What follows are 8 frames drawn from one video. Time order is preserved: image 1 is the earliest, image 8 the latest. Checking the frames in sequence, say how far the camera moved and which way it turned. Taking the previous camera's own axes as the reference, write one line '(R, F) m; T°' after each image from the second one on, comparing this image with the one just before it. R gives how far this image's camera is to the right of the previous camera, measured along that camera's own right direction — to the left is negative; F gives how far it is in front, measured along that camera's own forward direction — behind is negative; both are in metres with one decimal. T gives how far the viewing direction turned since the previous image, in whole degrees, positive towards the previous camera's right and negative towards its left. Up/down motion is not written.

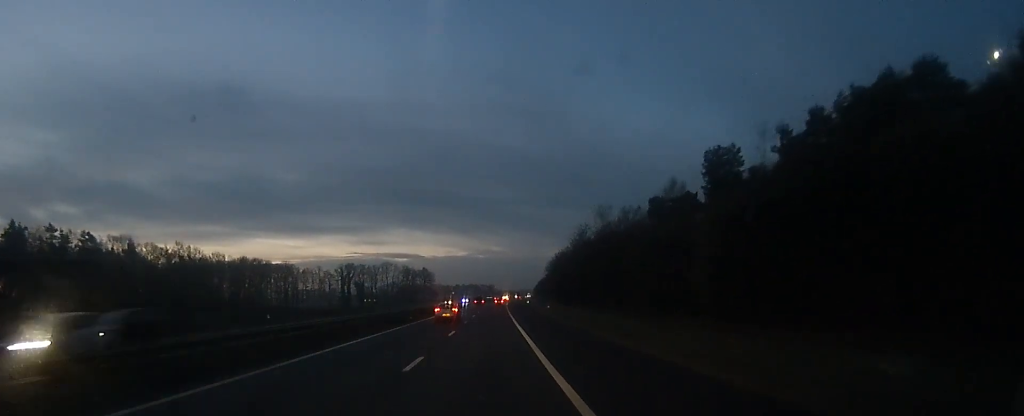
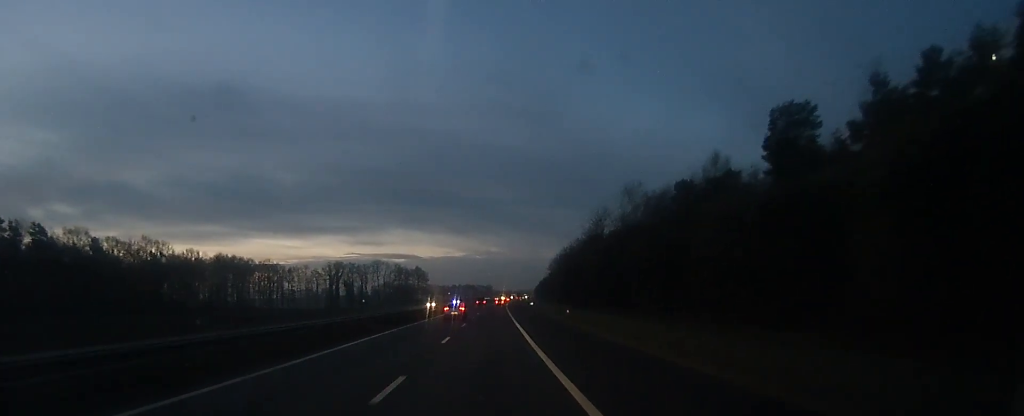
(0.0, +15.6) m; +1°
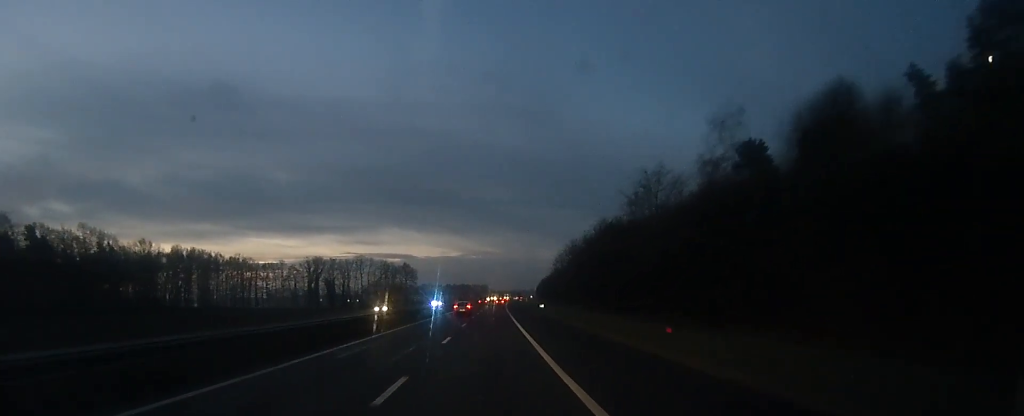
(+0.6, +24.1) m; +1°
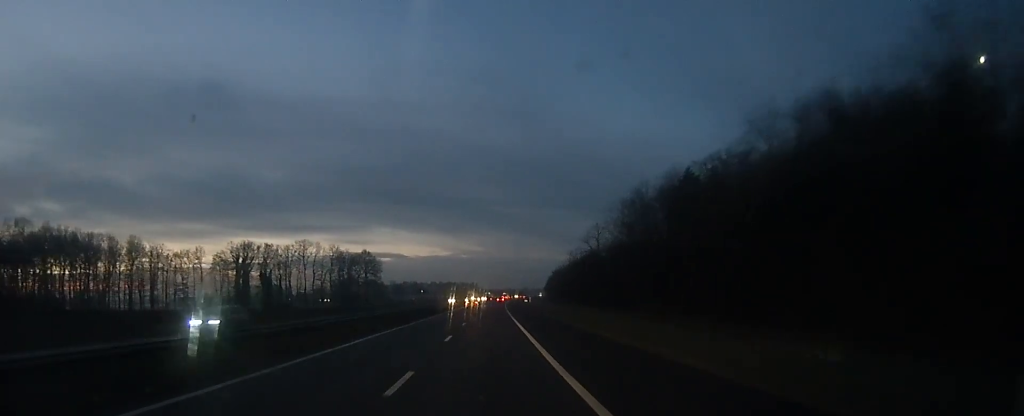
(0.0, +59.1) m; 0°
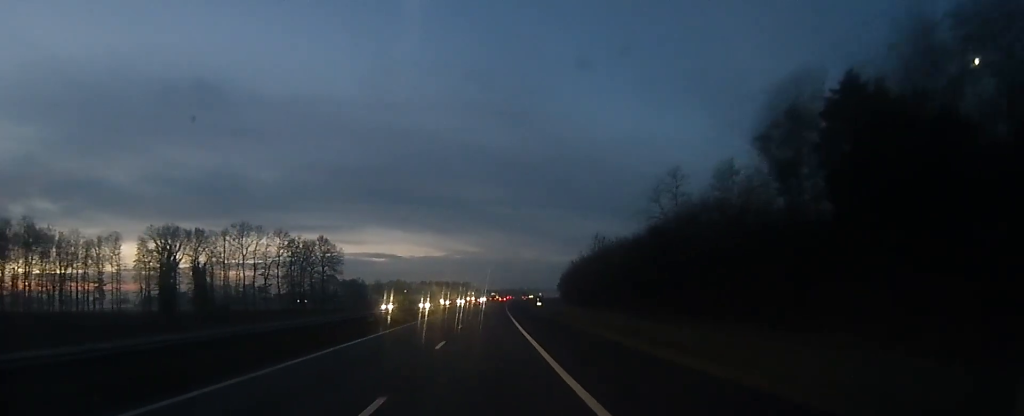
(0.0, +39.2) m; 0°
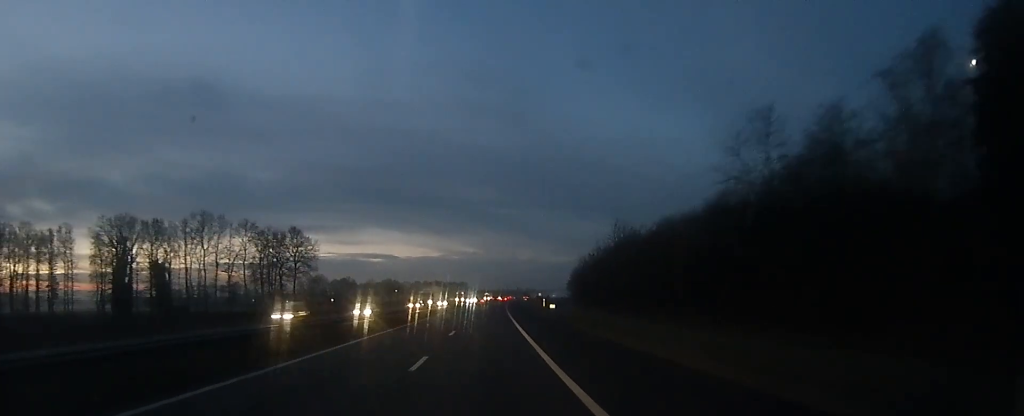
(0.0, +17.5) m; 0°
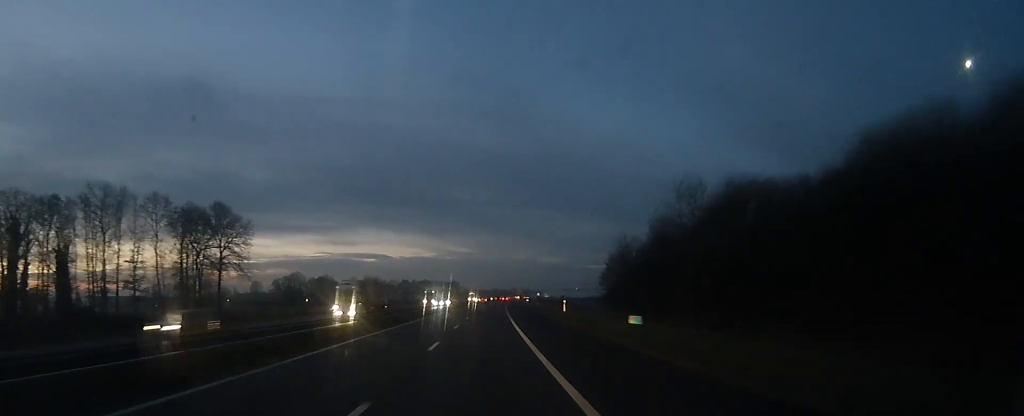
(0.0, +31.3) m; 0°
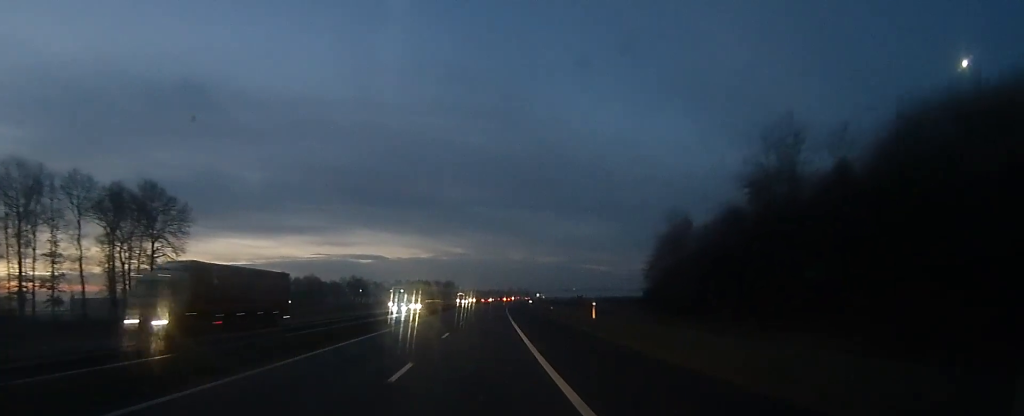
(0.0, +18.6) m; 0°
